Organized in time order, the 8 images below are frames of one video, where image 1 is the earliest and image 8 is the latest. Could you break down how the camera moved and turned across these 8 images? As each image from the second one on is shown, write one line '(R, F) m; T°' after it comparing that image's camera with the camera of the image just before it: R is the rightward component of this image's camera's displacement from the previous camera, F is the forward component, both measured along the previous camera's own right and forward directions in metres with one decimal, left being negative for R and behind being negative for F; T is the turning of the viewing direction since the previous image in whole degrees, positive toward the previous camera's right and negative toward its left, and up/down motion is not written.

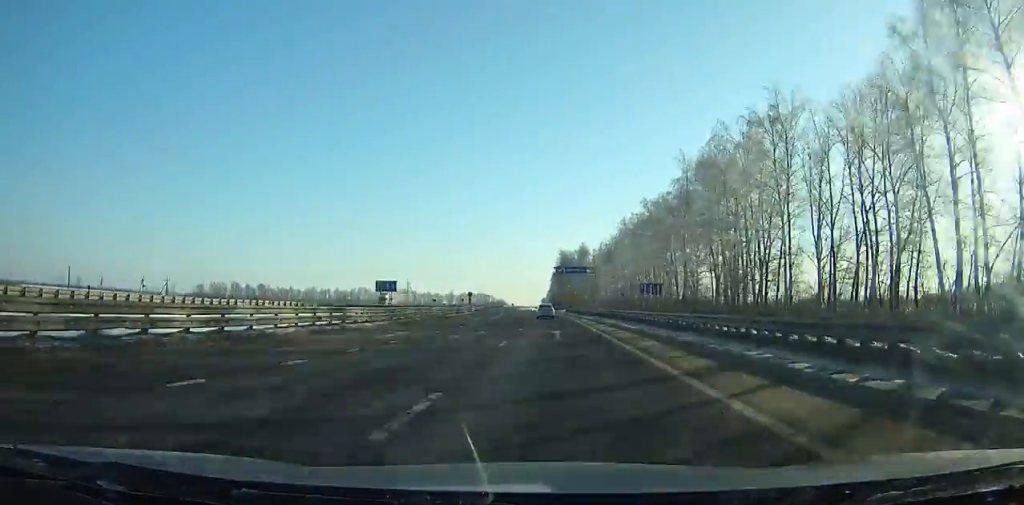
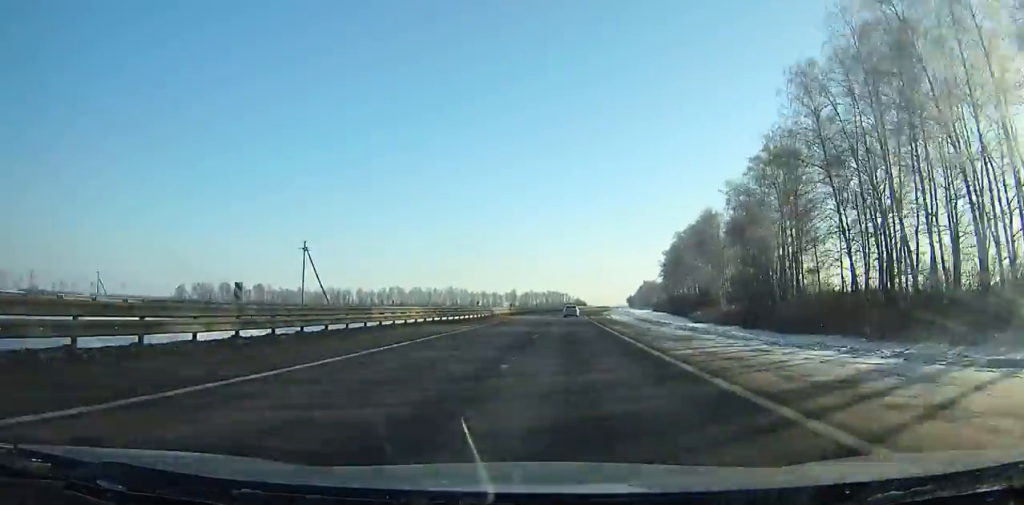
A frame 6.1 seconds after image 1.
(-11.5, +173.7) m; -4°
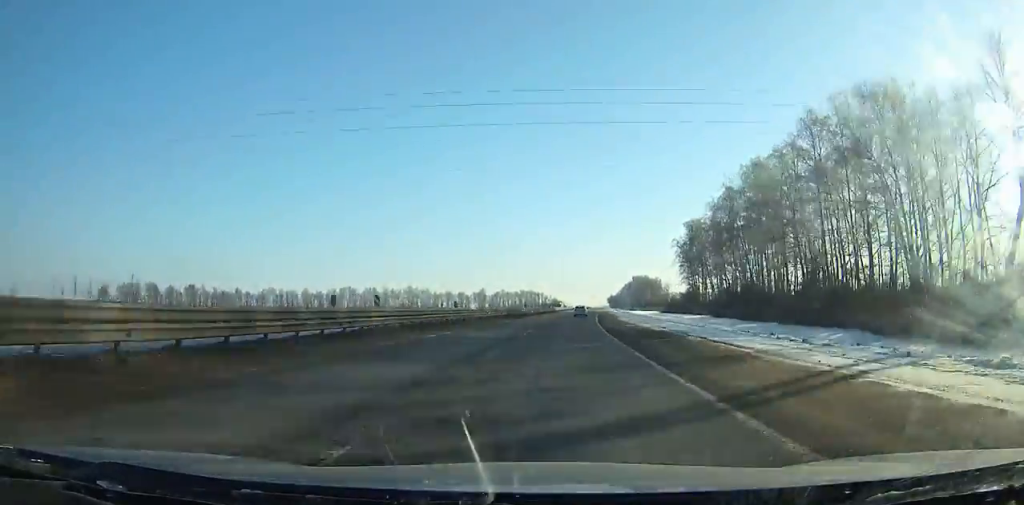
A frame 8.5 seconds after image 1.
(+1.2, +69.5) m; +2°
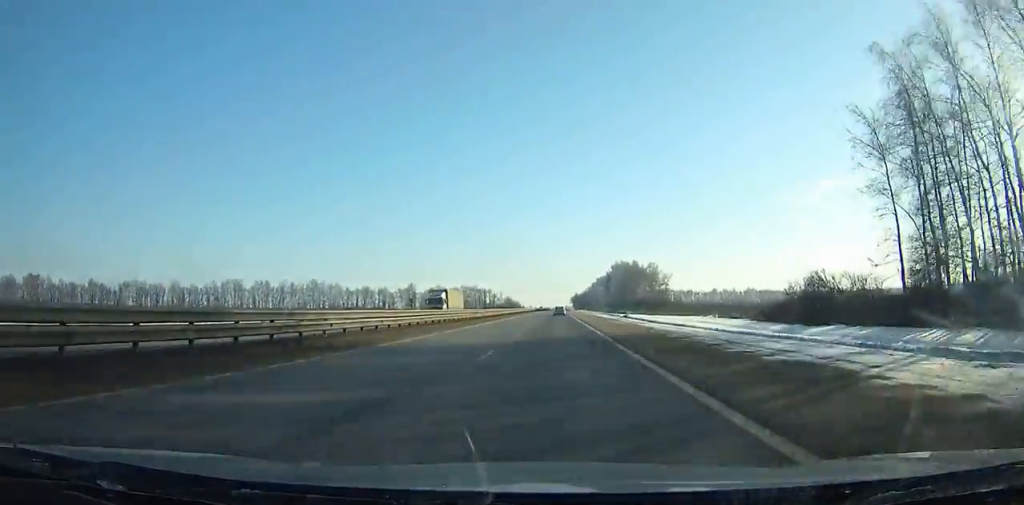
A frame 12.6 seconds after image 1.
(+3.9, +120.6) m; +2°
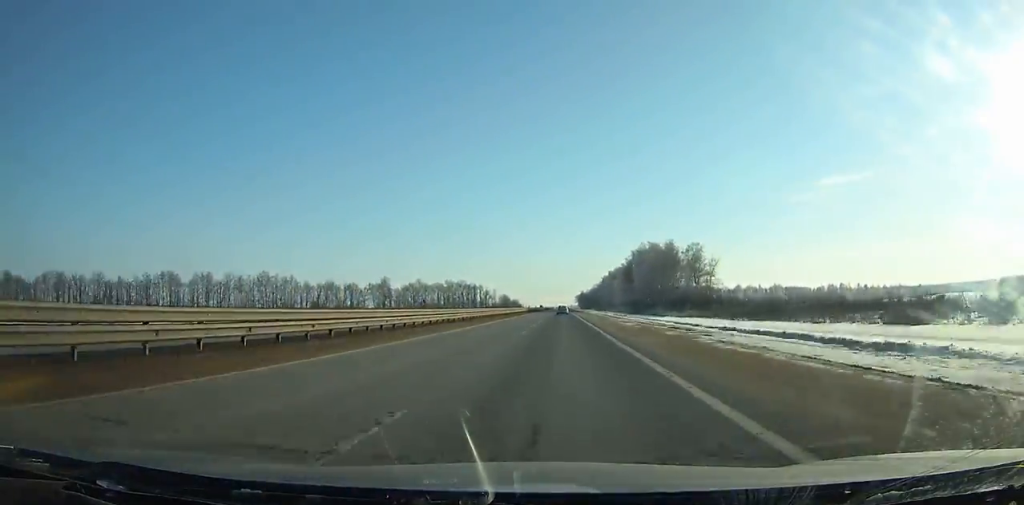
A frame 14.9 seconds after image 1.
(-0.1, +68.9) m; 0°
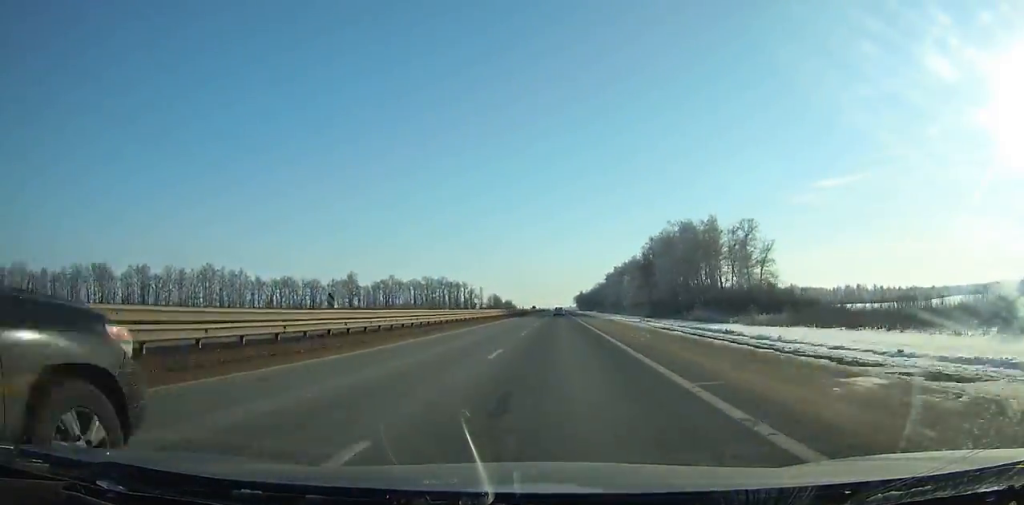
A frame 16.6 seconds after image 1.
(0.0, +51.2) m; 0°
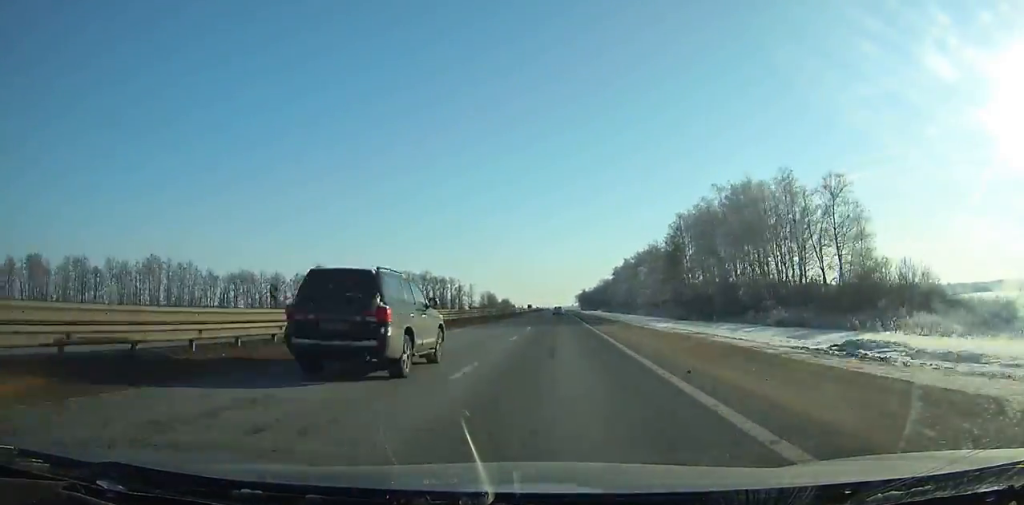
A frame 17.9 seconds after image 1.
(+0.1, +39.5) m; 0°
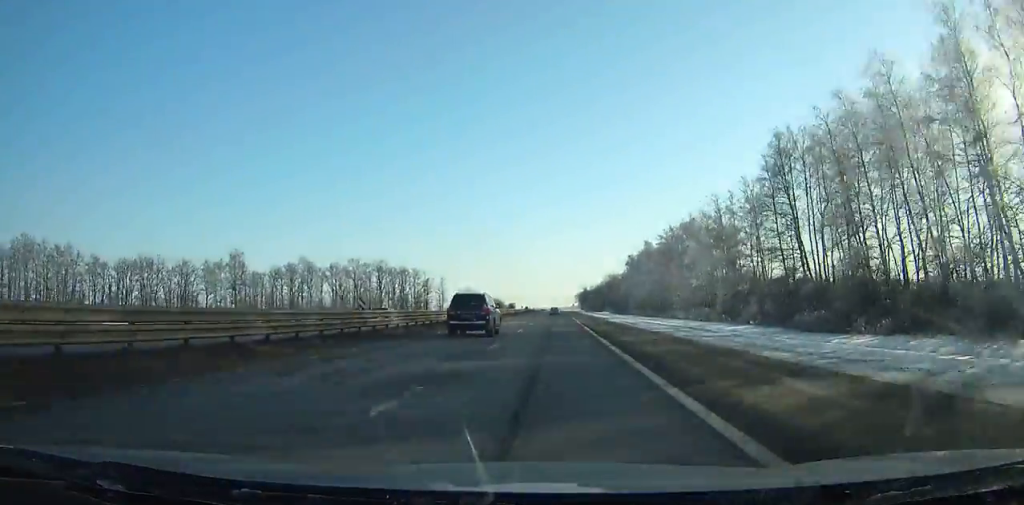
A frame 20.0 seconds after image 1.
(0.0, +64.1) m; 0°
